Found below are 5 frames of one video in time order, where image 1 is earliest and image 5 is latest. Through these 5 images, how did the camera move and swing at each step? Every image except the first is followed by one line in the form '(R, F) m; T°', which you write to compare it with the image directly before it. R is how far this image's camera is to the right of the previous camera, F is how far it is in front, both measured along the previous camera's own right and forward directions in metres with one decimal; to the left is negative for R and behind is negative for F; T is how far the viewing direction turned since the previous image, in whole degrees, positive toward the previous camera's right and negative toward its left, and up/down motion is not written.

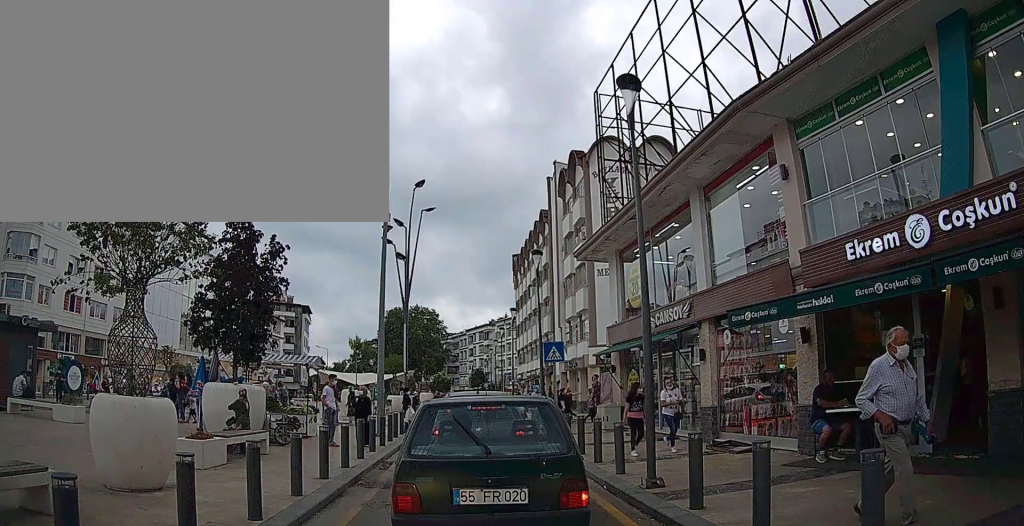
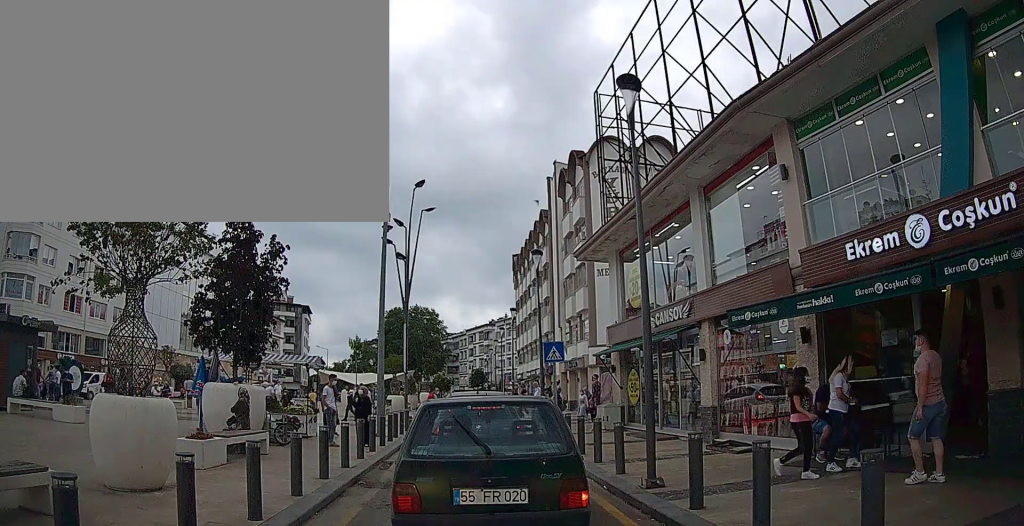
(0.0, 0.0) m; 0°
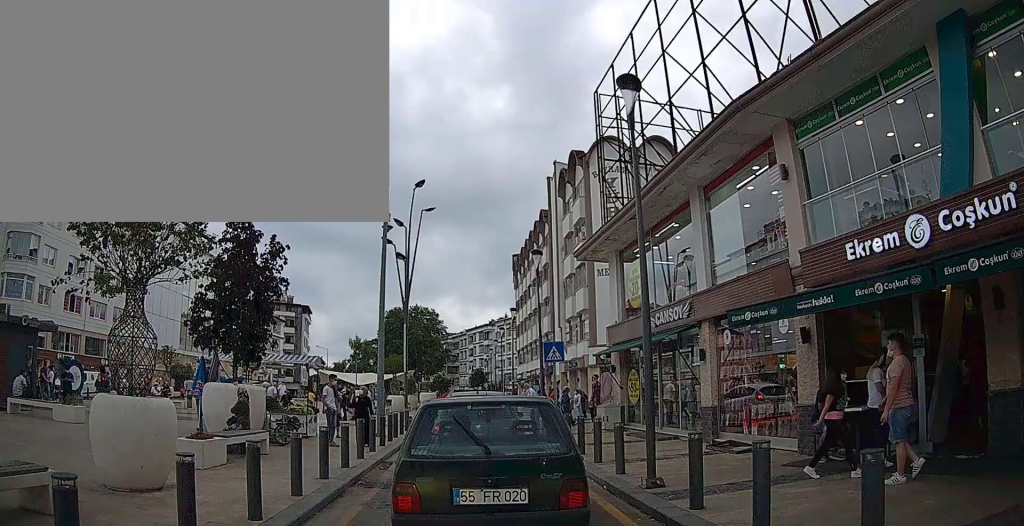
(0.0, 0.0) m; 0°
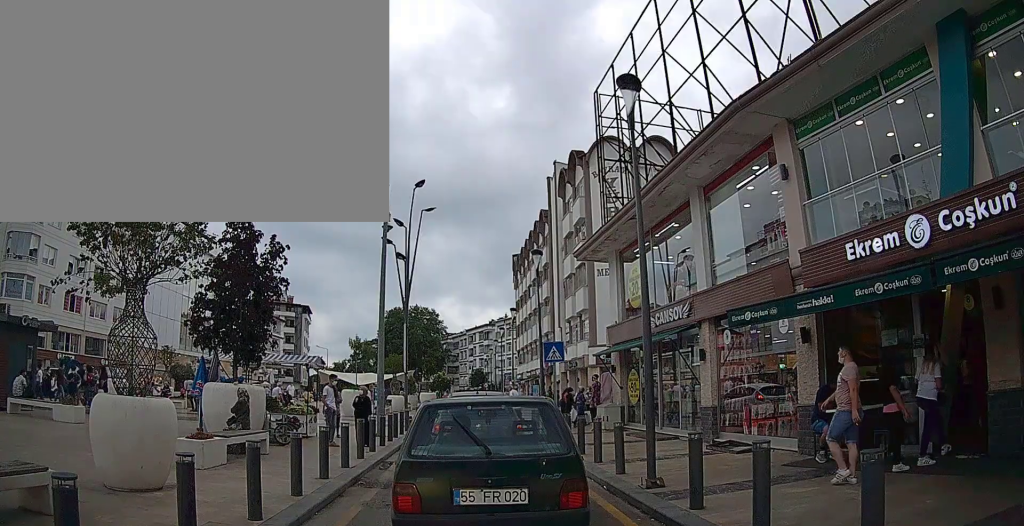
(0.0, 0.0) m; 0°
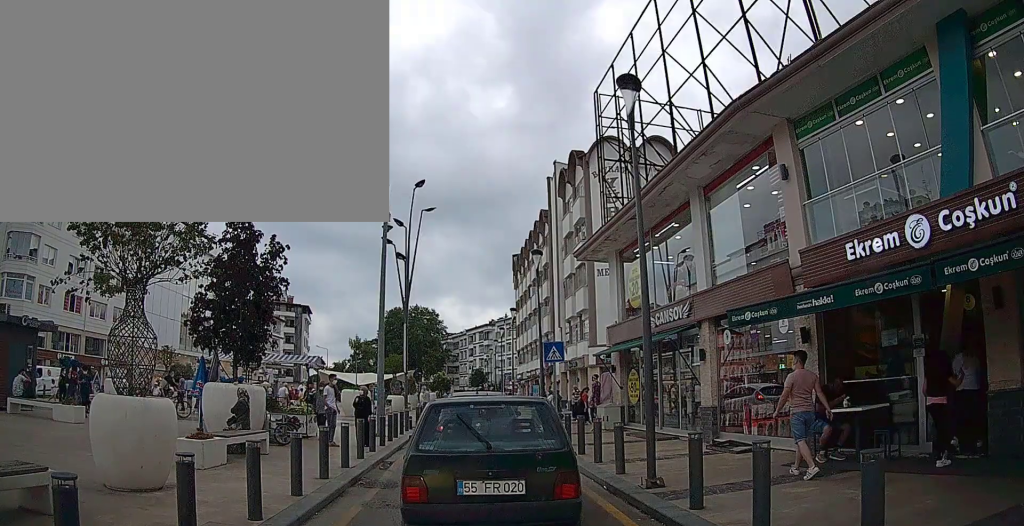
(0.0, 0.0) m; 0°
